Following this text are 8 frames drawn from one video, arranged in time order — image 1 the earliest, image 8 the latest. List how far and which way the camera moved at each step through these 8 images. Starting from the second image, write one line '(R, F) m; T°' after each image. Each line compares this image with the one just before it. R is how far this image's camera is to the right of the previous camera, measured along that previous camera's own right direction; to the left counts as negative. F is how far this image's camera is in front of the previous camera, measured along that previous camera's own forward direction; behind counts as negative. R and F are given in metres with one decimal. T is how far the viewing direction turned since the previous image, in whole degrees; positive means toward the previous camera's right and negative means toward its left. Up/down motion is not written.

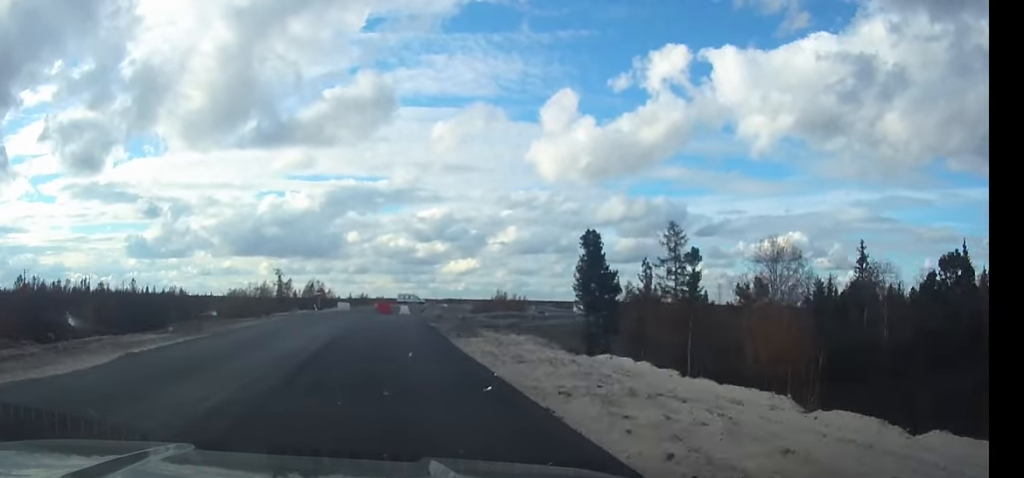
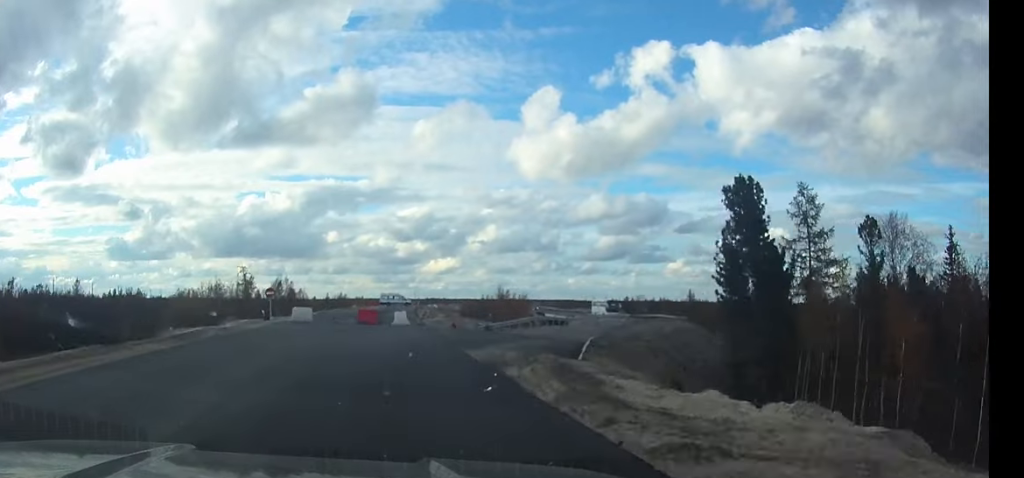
(+0.6, +19.7) m; +6°
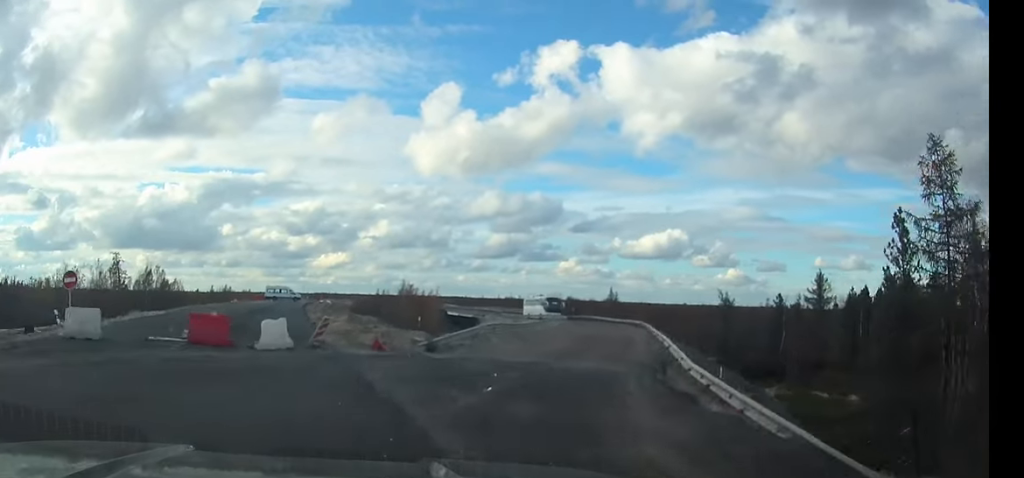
(+1.4, +15.9) m; +15°
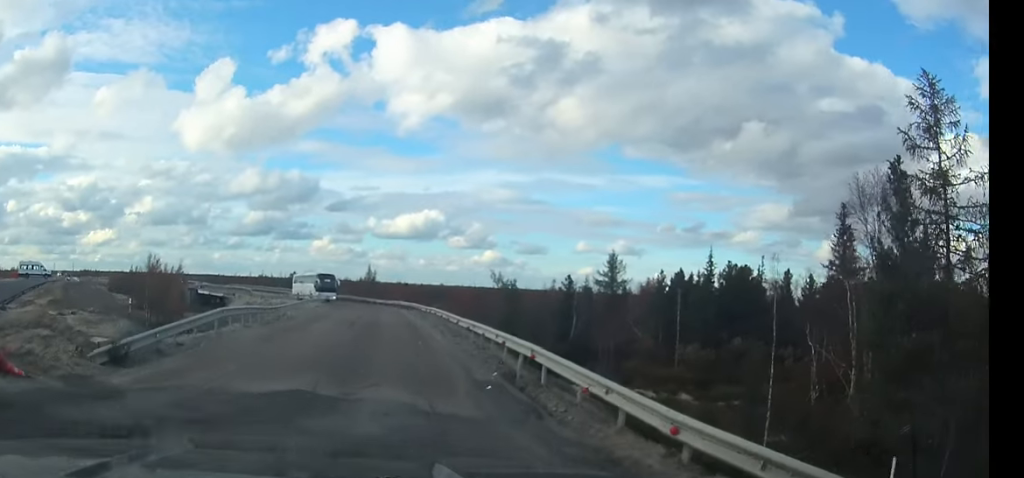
(+2.1, +10.4) m; +14°
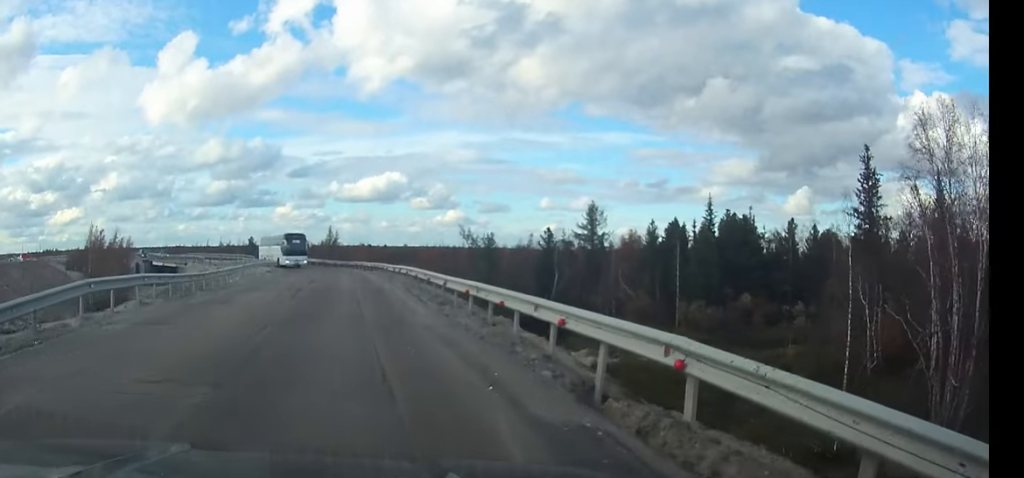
(+0.3, +8.8) m; +2°
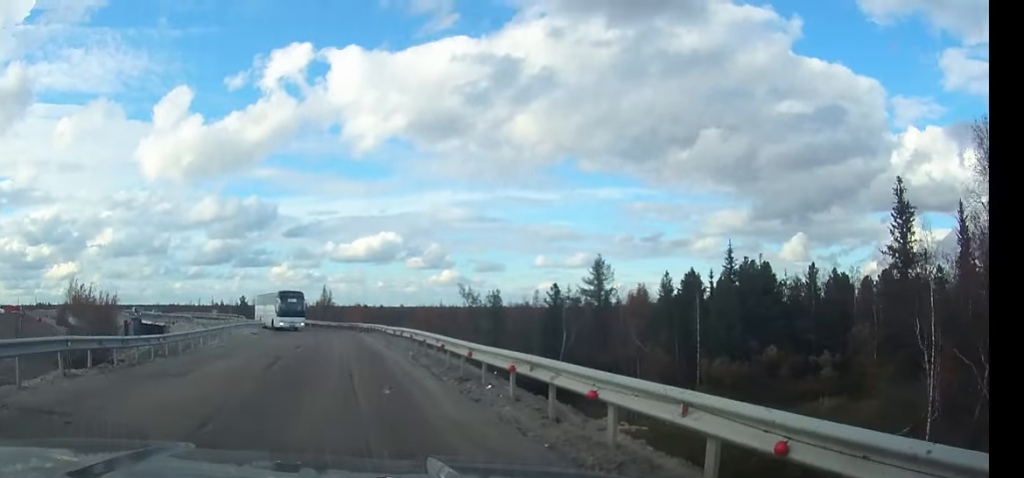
(0.0, +4.7) m; 0°
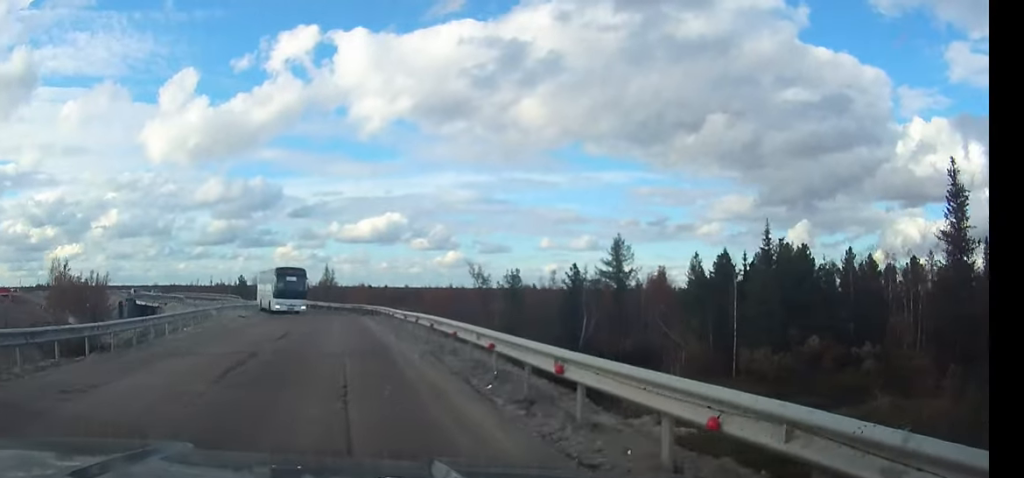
(0.0, +5.4) m; 0°
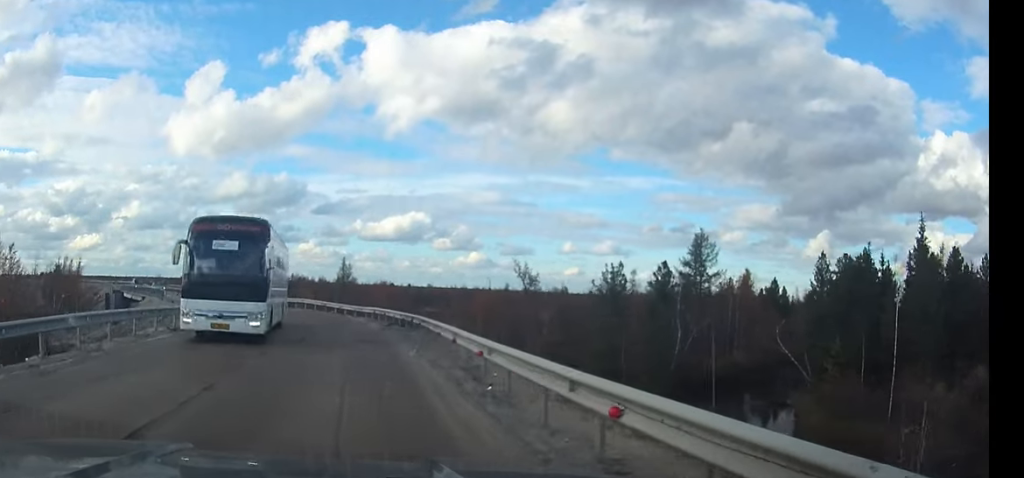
(-0.1, +16.3) m; 0°
